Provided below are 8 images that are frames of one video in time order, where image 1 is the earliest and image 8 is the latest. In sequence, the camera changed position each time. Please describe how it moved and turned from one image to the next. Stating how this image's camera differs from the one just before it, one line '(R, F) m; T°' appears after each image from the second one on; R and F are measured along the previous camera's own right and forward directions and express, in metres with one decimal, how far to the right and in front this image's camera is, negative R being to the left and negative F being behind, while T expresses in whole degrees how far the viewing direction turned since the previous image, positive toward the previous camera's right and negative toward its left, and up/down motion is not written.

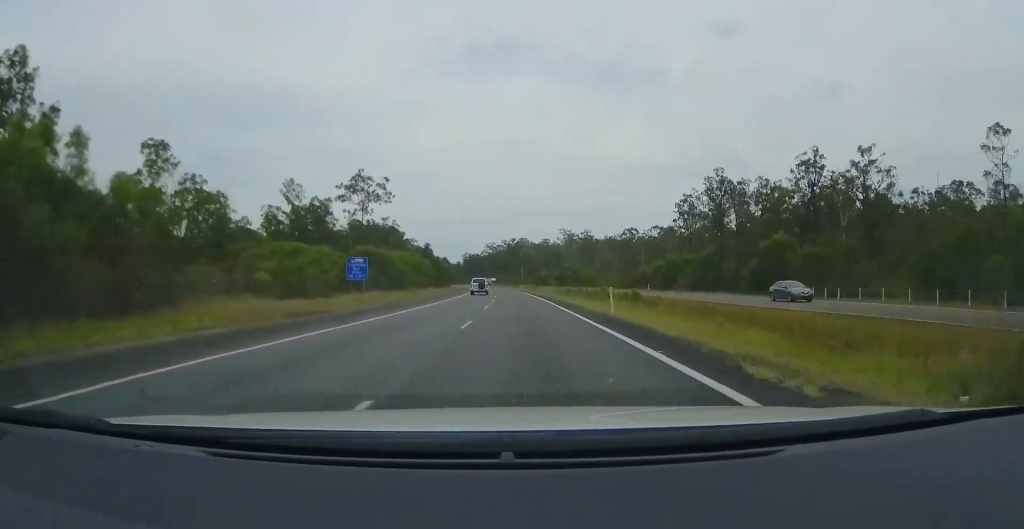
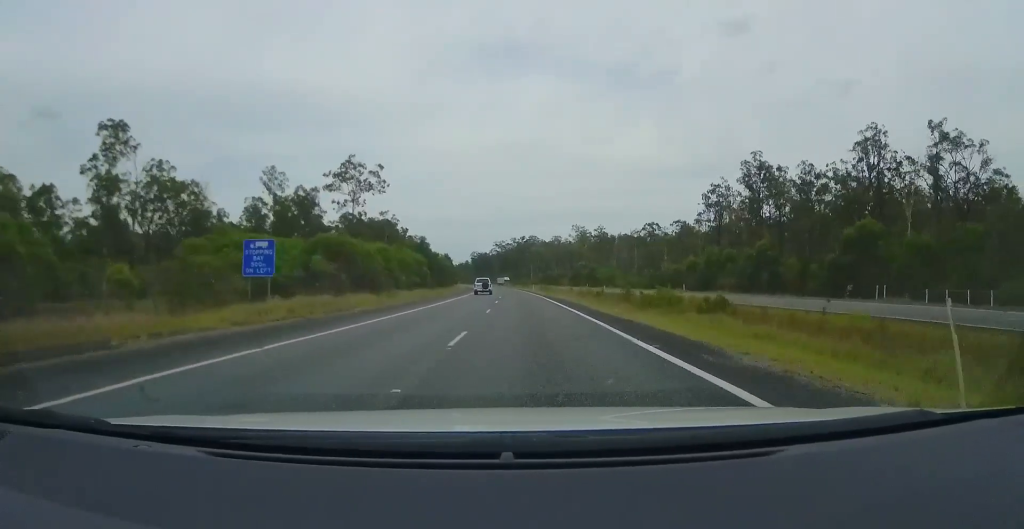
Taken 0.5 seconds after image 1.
(-0.1, +15.5) m; -1°
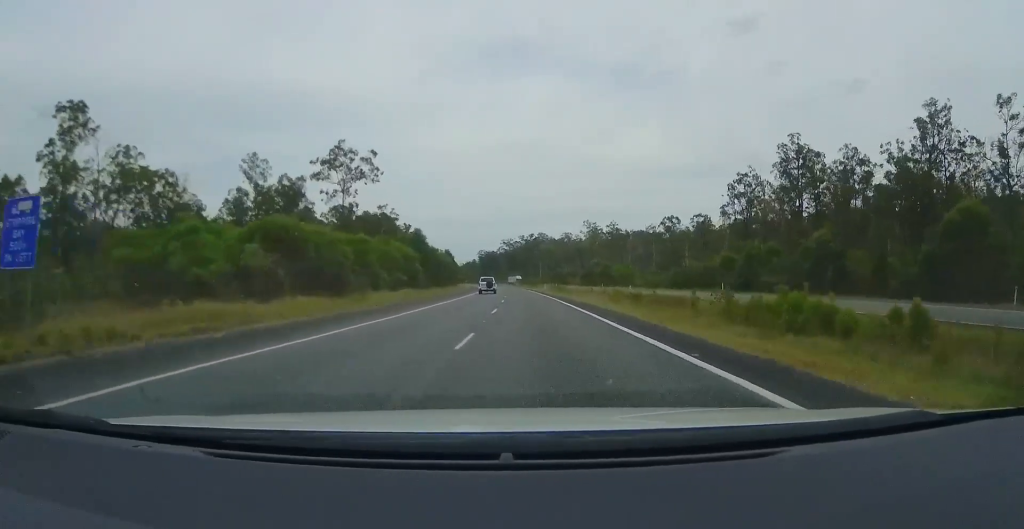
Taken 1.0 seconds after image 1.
(0.0, +13.1) m; -1°
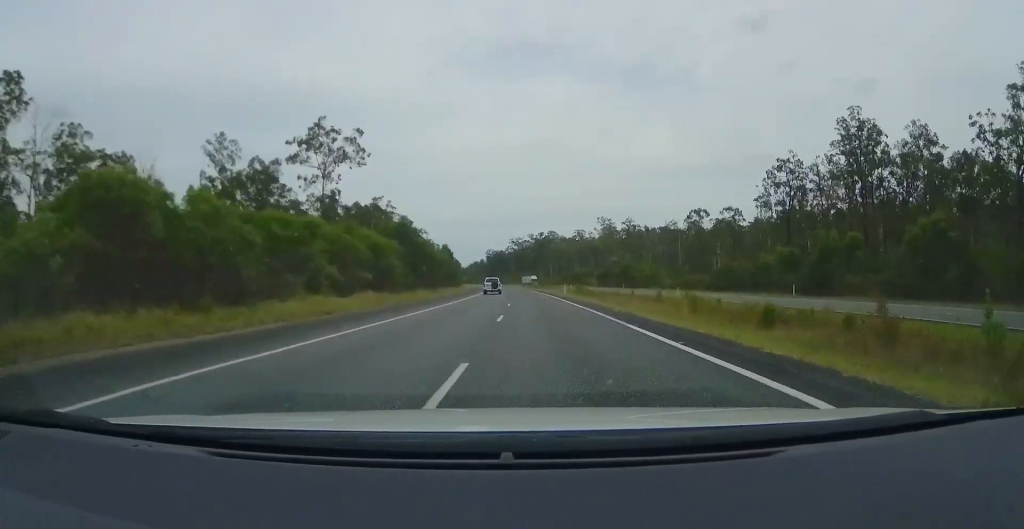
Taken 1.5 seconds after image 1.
(-0.2, +16.7) m; -1°
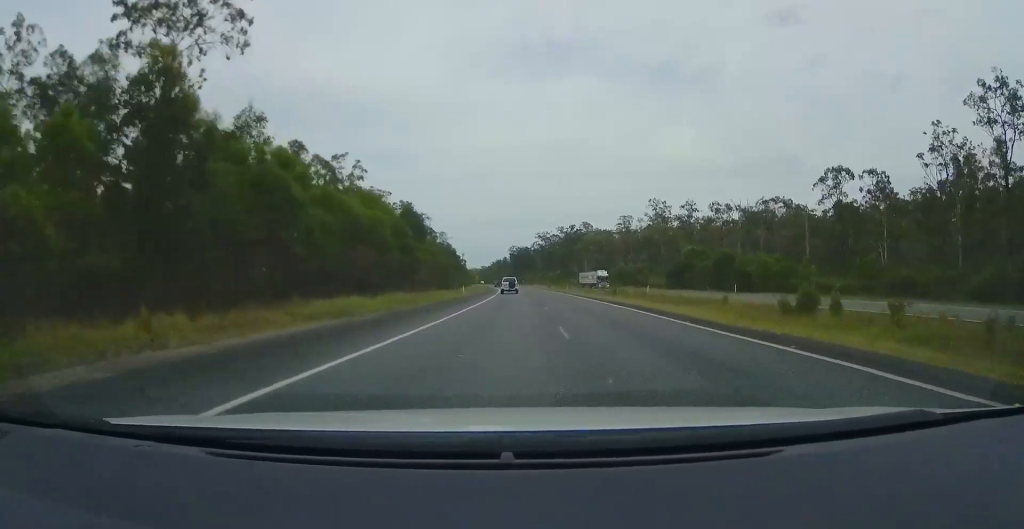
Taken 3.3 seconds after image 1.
(-1.6, +53.7) m; -2°
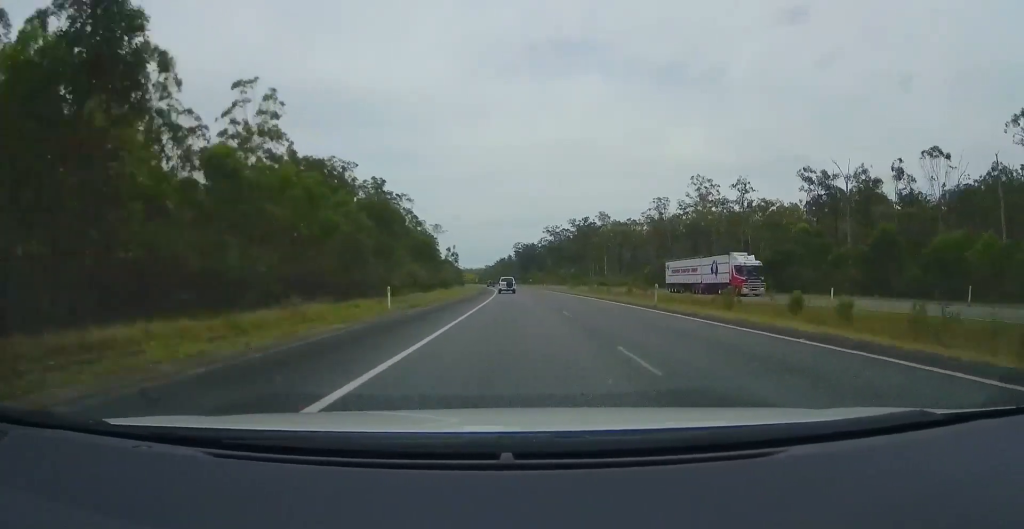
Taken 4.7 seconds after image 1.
(-0.2, +40.6) m; 0°
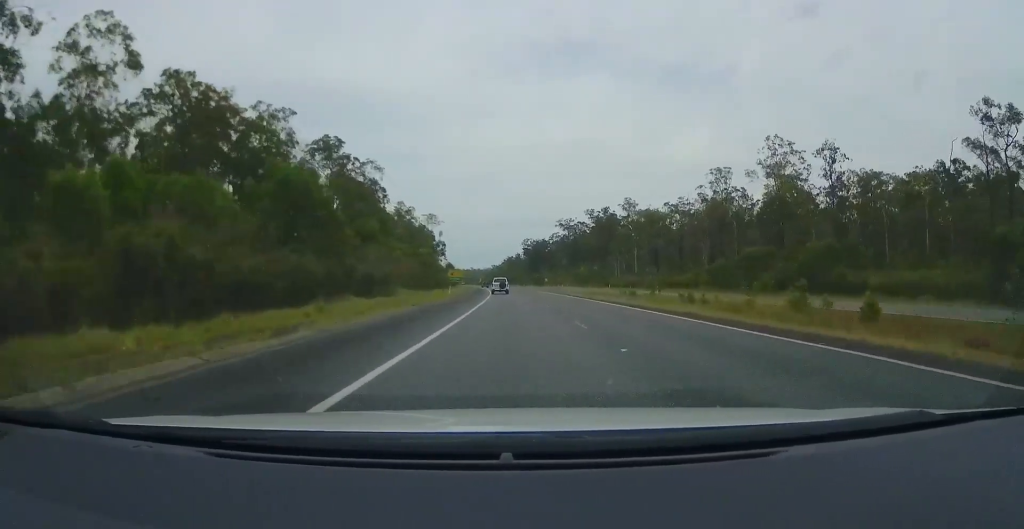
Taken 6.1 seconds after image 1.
(+0.4, +42.0) m; 0°
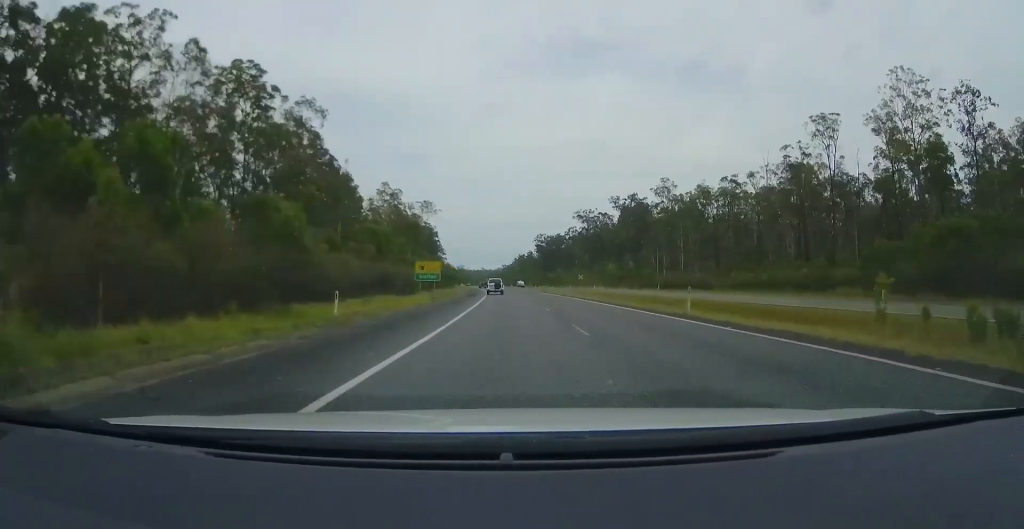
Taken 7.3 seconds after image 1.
(-0.3, +37.2) m; -1°
